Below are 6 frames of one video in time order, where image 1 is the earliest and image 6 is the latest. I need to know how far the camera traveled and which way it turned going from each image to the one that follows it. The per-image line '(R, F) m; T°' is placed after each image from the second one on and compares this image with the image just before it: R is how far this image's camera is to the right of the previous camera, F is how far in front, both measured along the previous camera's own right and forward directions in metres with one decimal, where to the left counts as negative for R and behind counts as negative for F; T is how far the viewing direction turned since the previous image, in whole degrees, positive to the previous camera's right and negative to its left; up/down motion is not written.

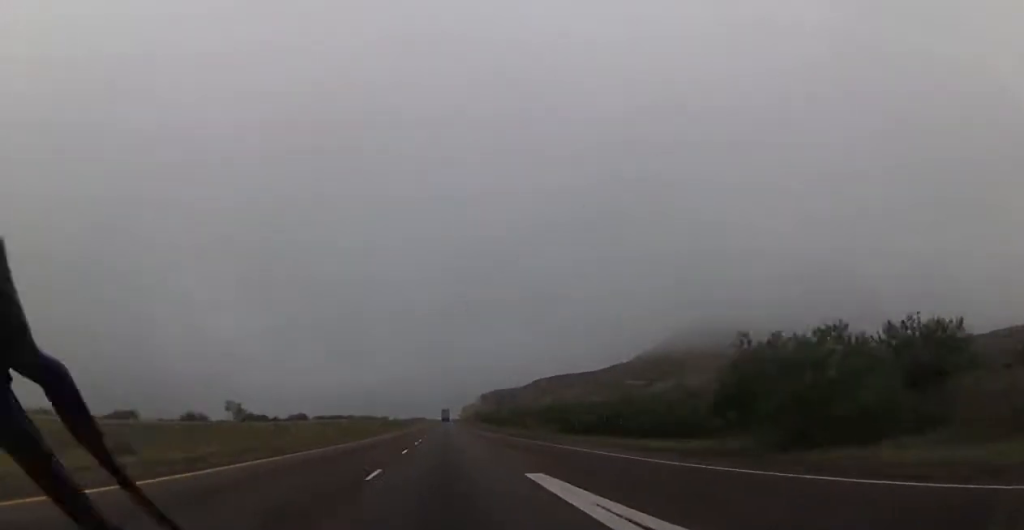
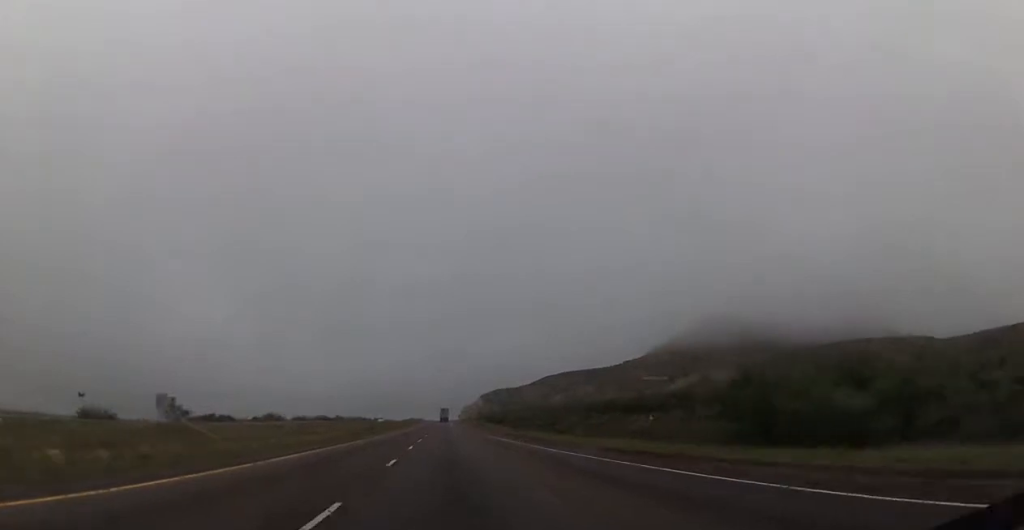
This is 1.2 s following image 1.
(+0.1, +44.3) m; +1°
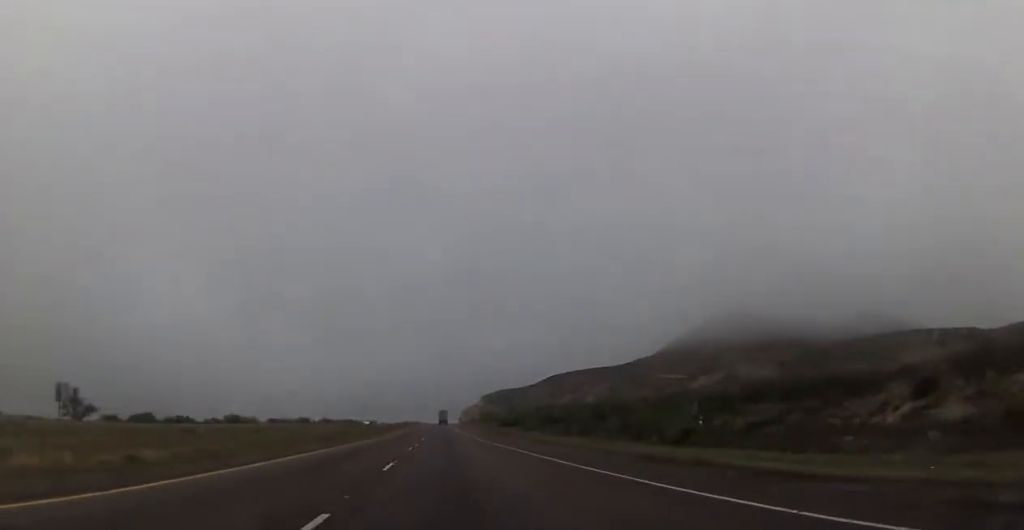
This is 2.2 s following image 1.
(+0.4, +37.7) m; 0°
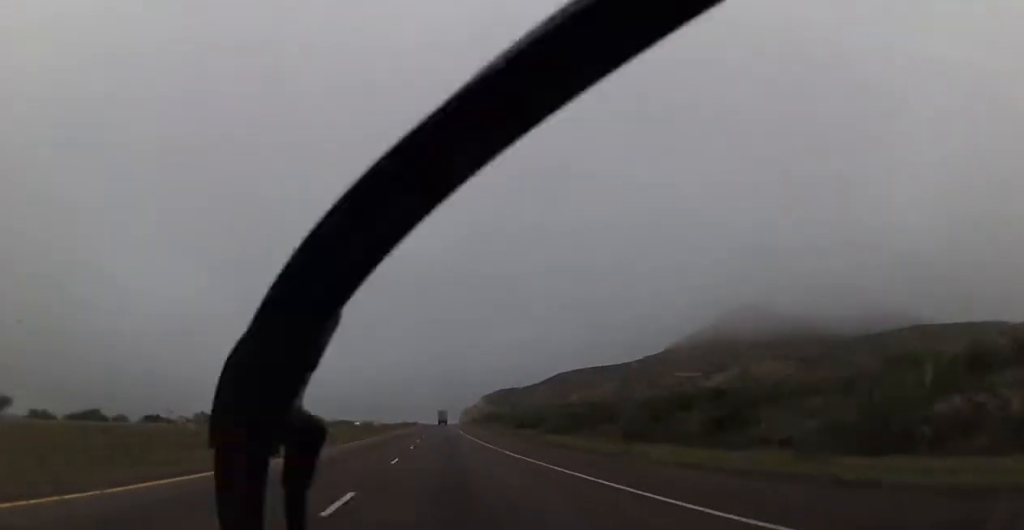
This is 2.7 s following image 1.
(-0.3, +21.3) m; 0°
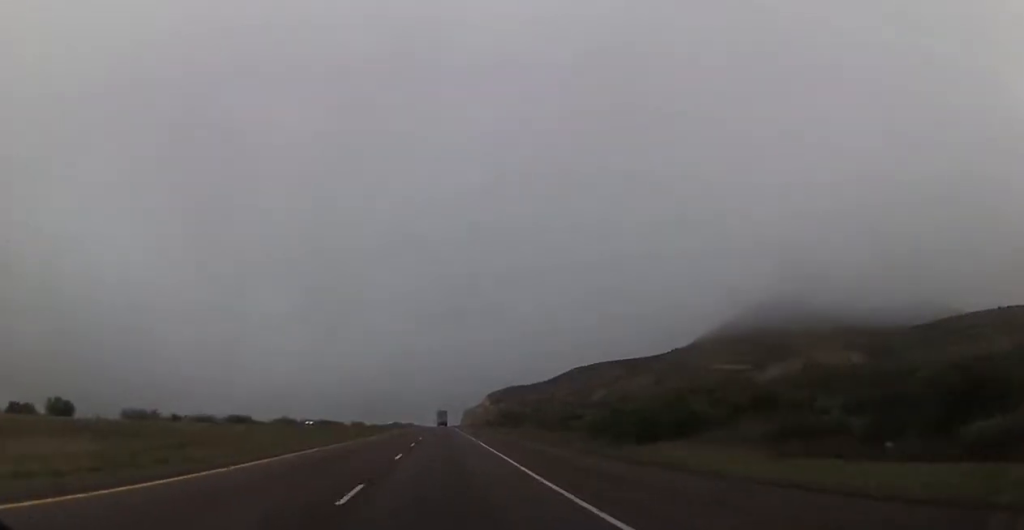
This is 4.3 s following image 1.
(-0.3, +59.9) m; 0°
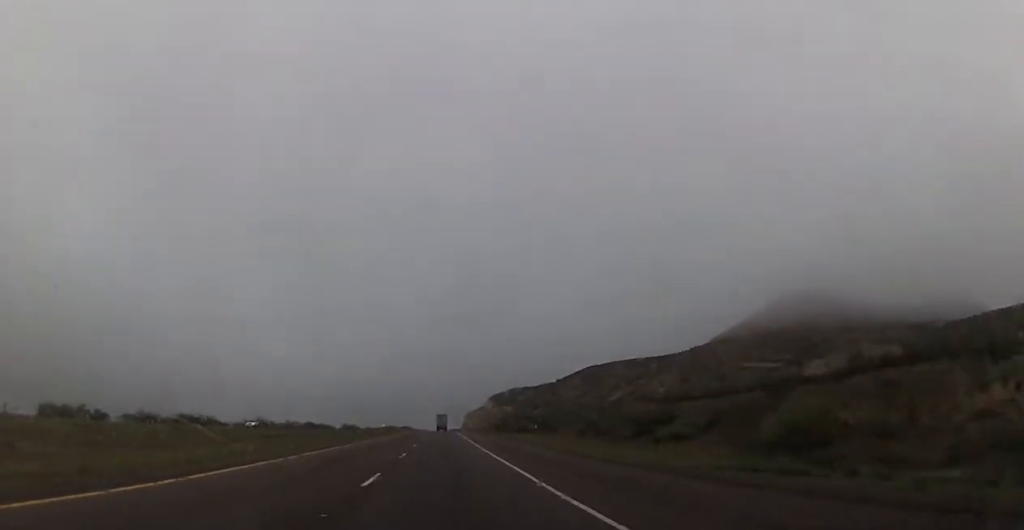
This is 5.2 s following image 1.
(0.0, +33.3) m; 0°
